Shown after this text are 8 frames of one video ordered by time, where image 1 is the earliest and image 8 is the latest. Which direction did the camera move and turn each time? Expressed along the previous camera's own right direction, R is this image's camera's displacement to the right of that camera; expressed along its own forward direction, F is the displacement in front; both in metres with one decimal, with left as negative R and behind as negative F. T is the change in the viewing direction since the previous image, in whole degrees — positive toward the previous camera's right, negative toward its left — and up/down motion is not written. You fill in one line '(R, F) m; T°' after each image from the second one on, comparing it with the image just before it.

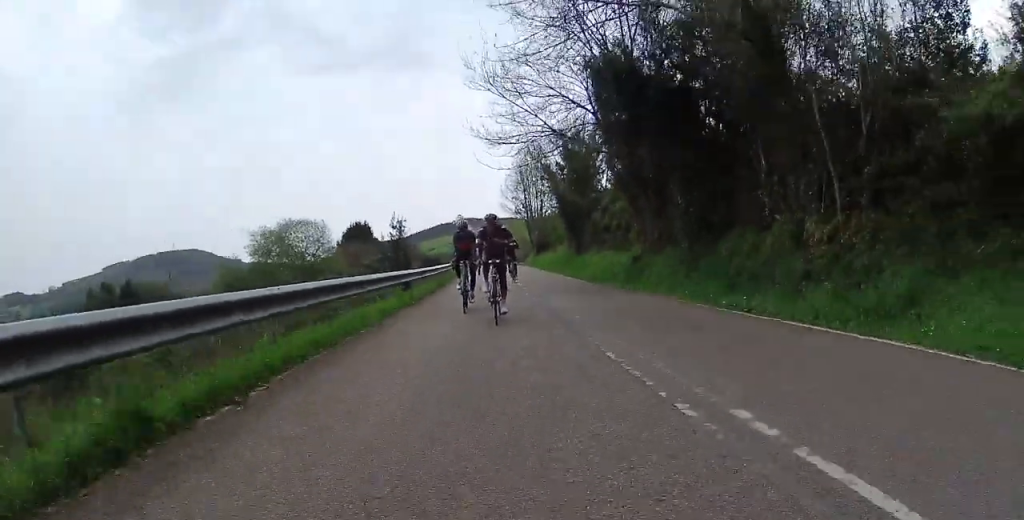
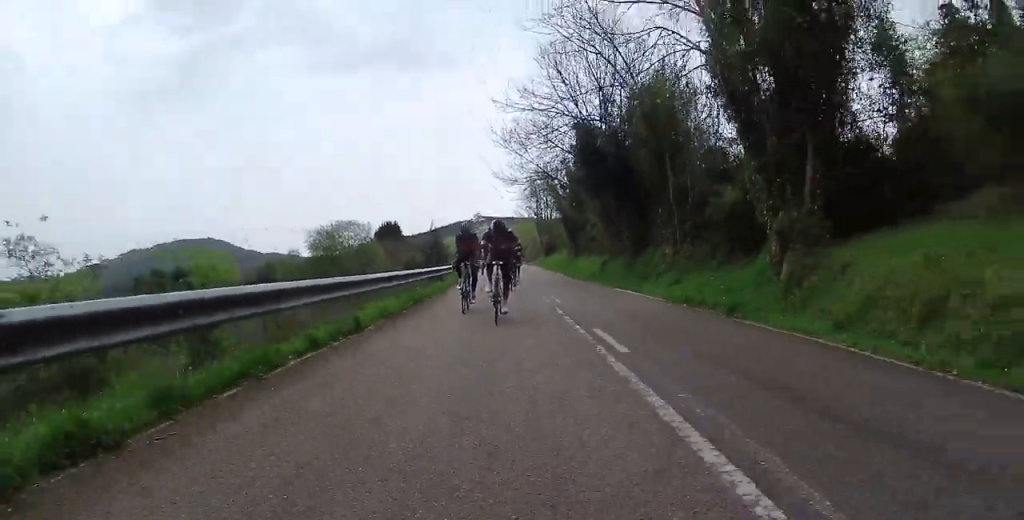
(0.0, +11.8) m; 0°
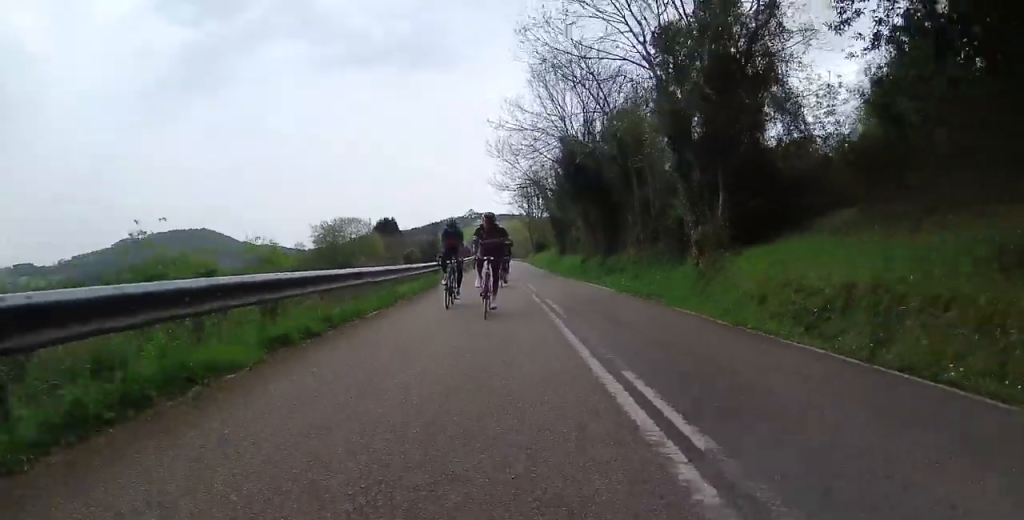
(0.0, +4.1) m; +2°
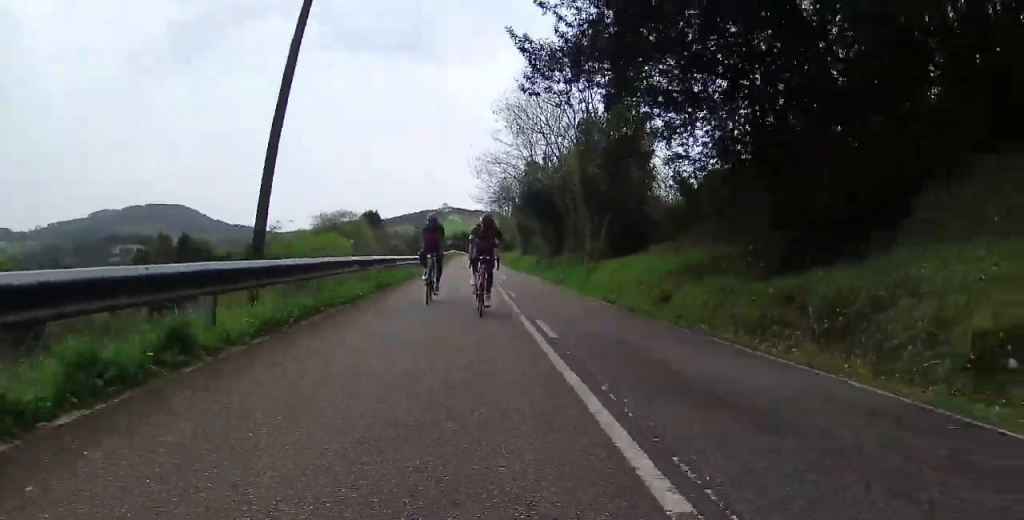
(+0.4, +10.4) m; +8°
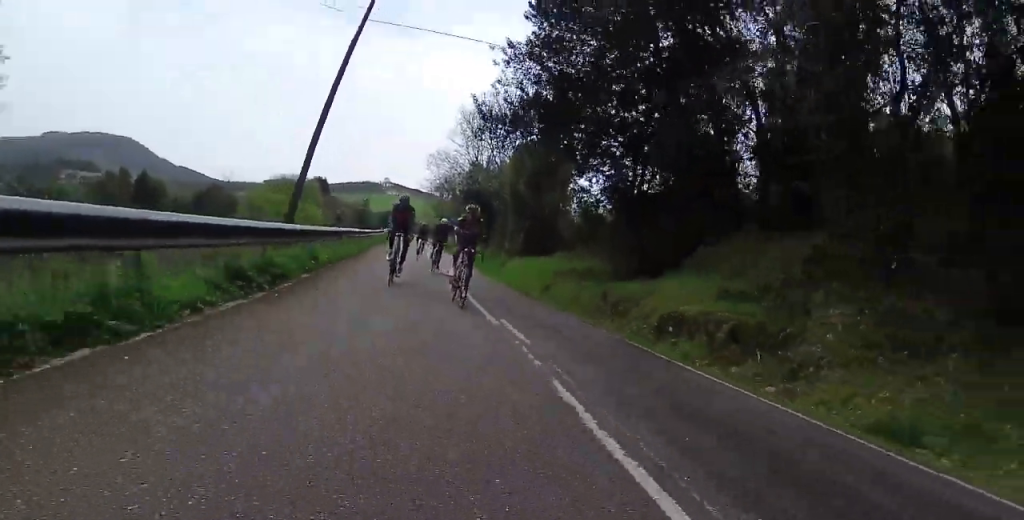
(+0.4, +6.6) m; +9°
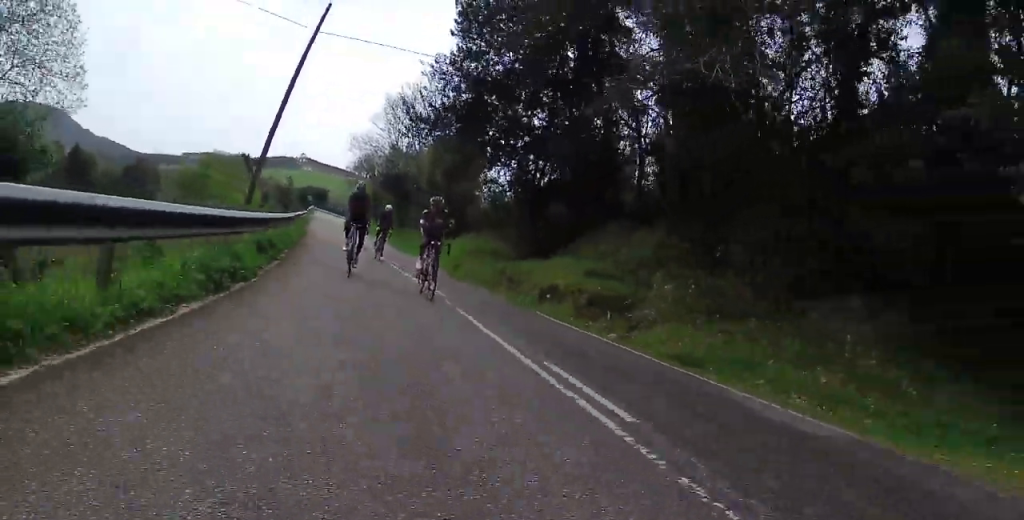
(-0.1, +3.9) m; +6°
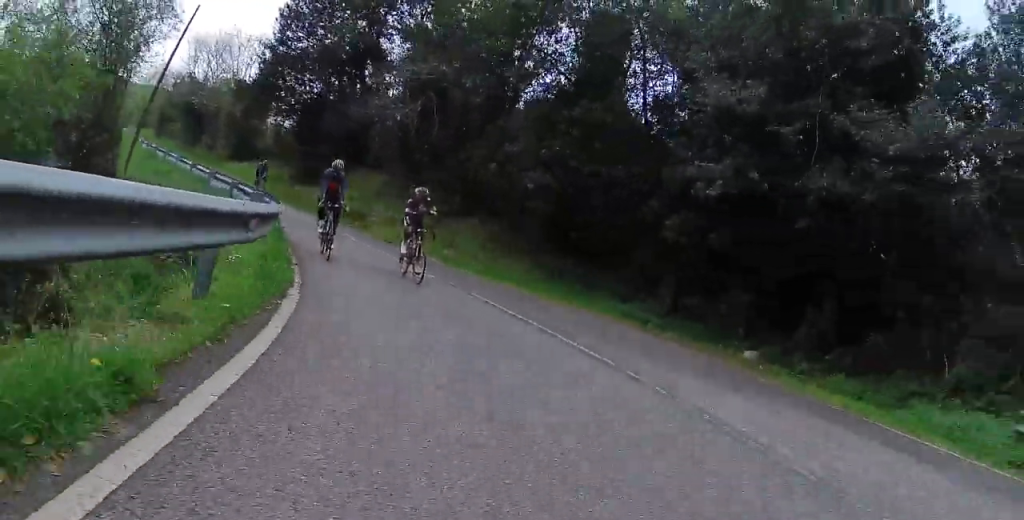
(+3.7, +10.3) m; +37°
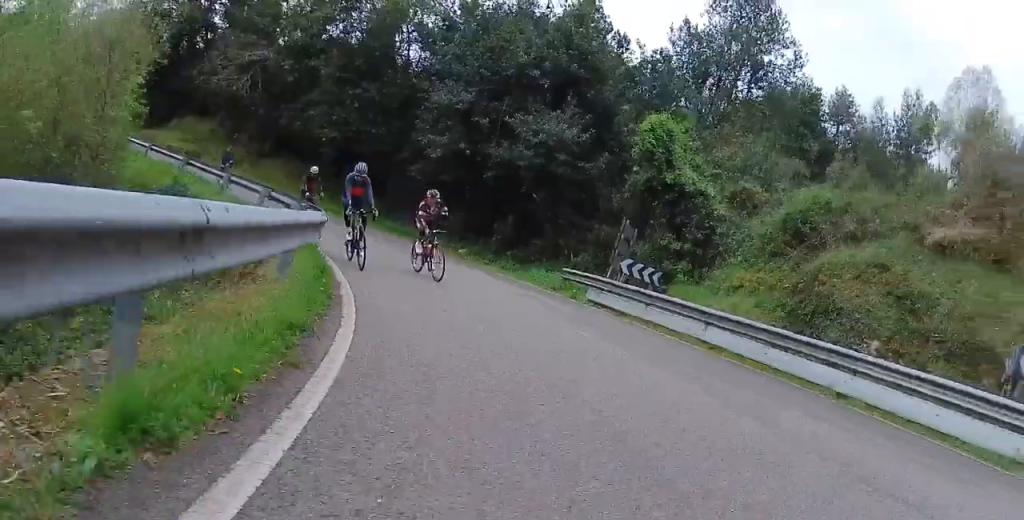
(+1.9, +10.4) m; +11°
